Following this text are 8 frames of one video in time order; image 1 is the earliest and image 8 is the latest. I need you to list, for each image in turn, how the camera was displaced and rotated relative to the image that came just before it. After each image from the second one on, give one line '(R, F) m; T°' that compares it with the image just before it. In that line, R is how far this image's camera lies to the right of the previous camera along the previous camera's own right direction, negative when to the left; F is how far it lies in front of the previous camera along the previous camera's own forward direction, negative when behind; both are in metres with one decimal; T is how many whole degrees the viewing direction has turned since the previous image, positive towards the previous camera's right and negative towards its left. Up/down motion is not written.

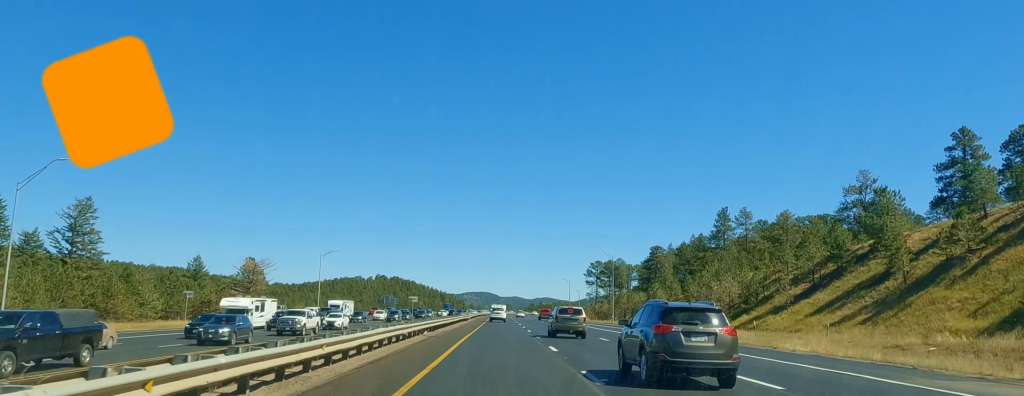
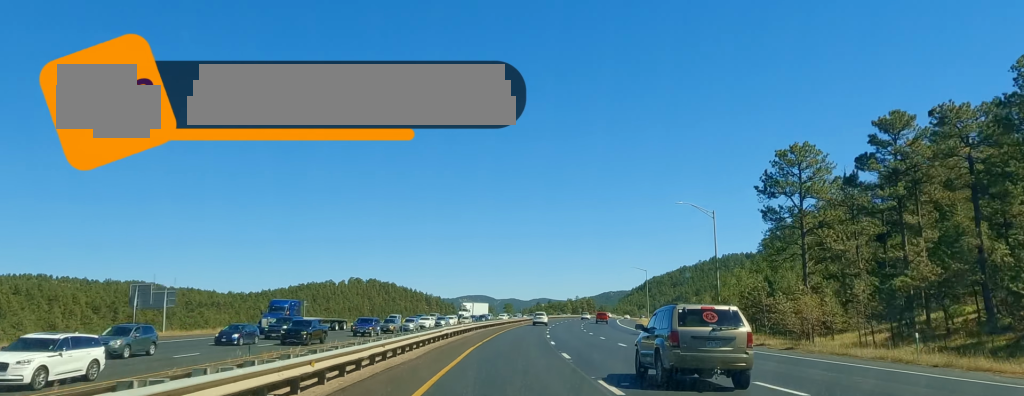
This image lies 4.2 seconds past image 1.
(+2.7, +144.7) m; +3°
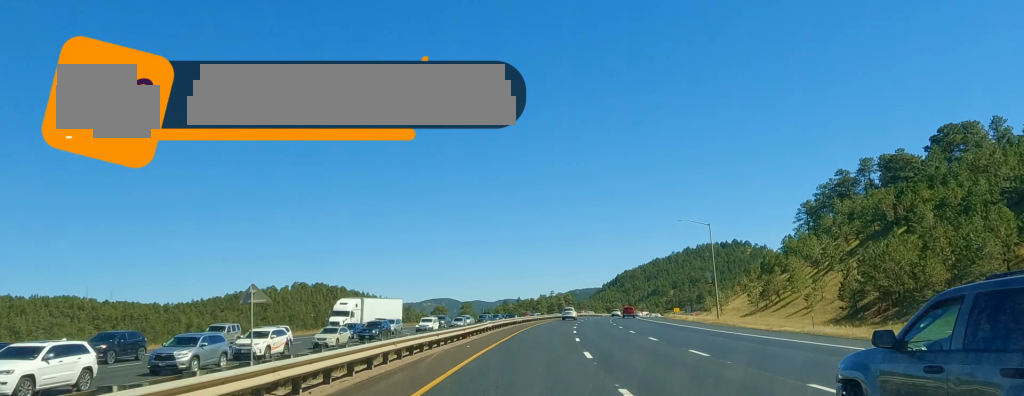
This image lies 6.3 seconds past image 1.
(+1.8, +74.8) m; +4°
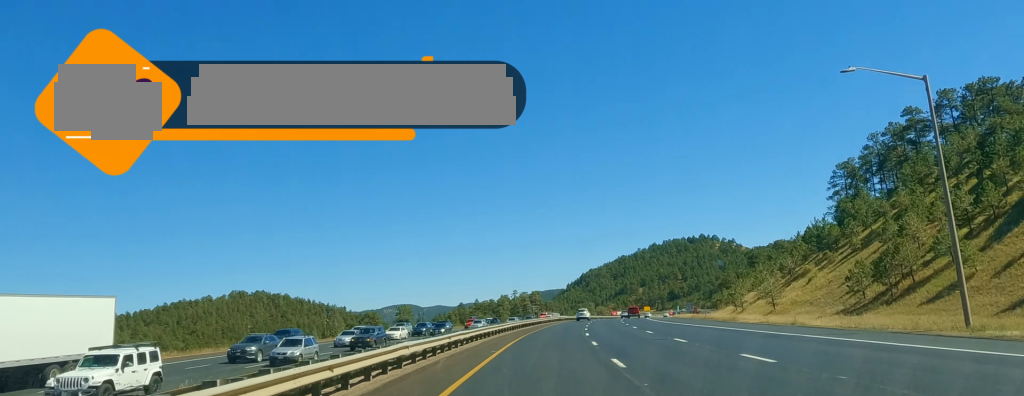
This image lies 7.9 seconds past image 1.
(+2.3, +53.1) m; +4°
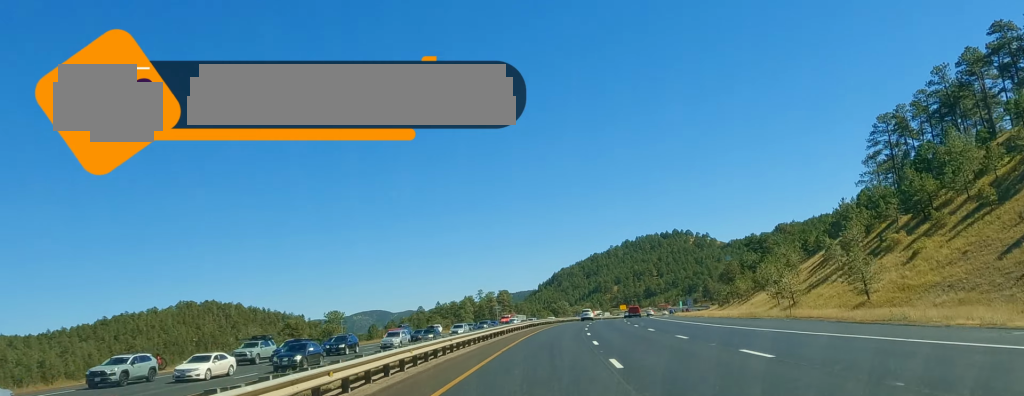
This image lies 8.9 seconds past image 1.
(+0.9, +37.0) m; +3°
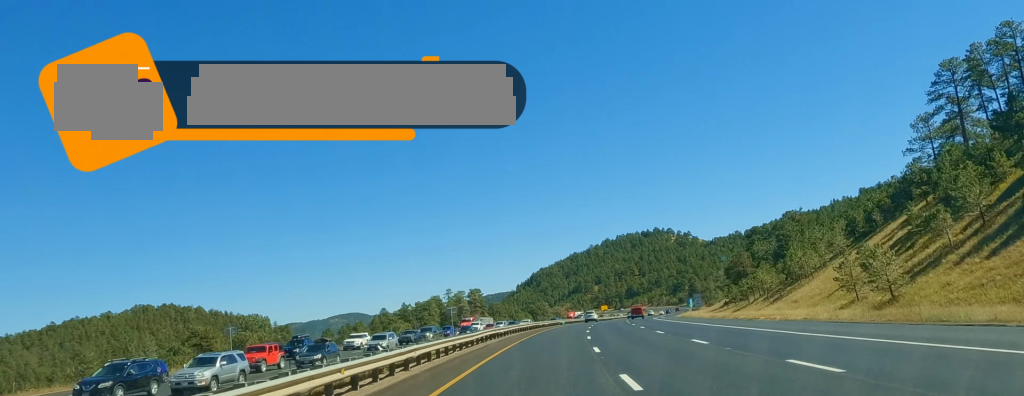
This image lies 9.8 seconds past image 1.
(+0.6, +29.2) m; +2°
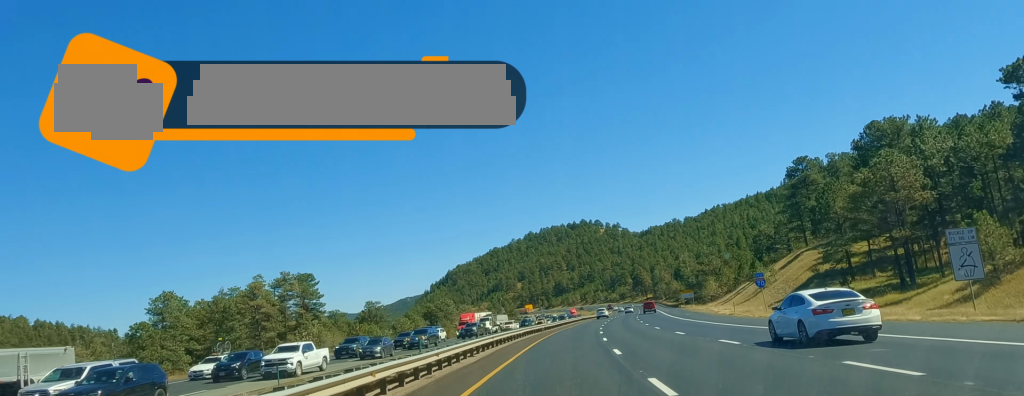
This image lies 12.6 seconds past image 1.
(+5.6, +98.5) m; +7°
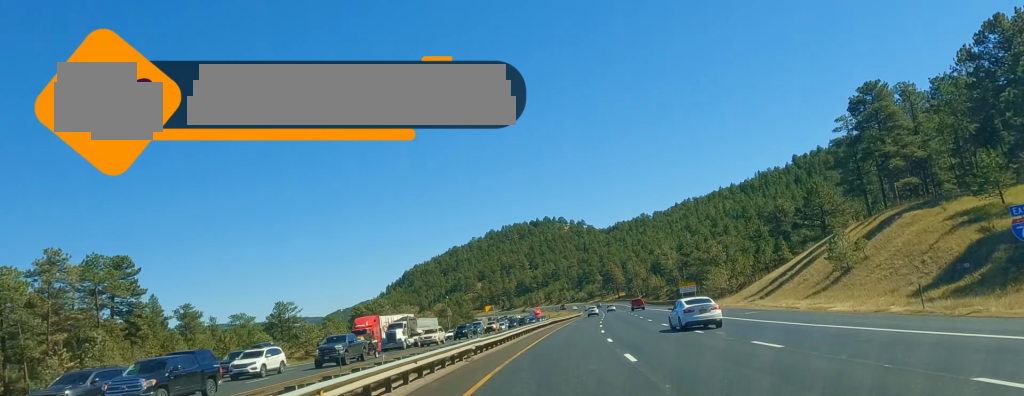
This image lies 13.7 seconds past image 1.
(+1.5, +41.7) m; +2°
